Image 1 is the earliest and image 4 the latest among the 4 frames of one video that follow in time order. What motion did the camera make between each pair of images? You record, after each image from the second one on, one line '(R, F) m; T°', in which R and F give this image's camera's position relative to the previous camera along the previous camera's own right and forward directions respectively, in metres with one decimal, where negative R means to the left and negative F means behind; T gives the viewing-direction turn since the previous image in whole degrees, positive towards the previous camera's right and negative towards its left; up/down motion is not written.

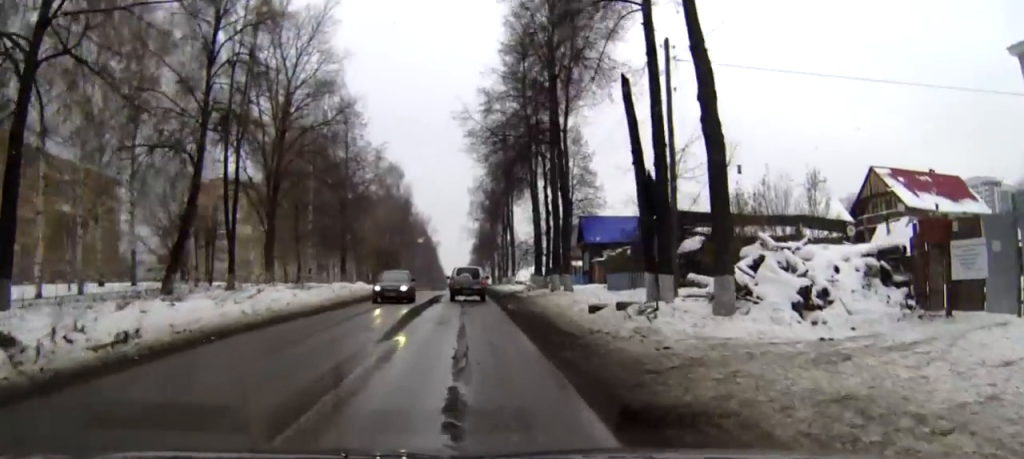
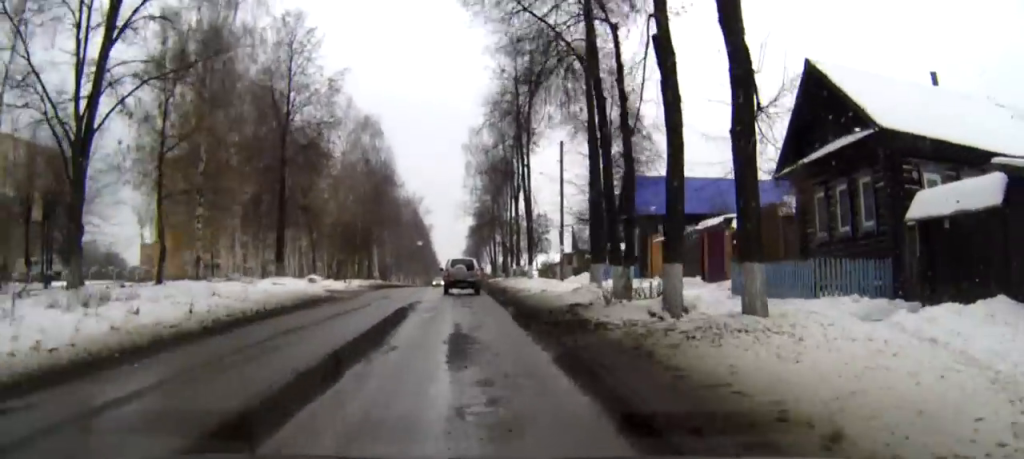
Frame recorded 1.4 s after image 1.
(0.0, +21.4) m; 0°
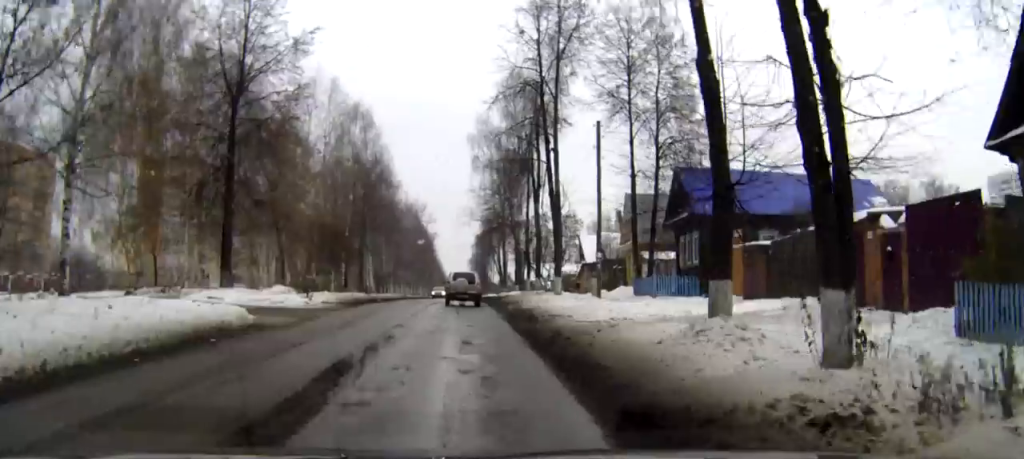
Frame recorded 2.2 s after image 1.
(+0.1, +12.0) m; 0°
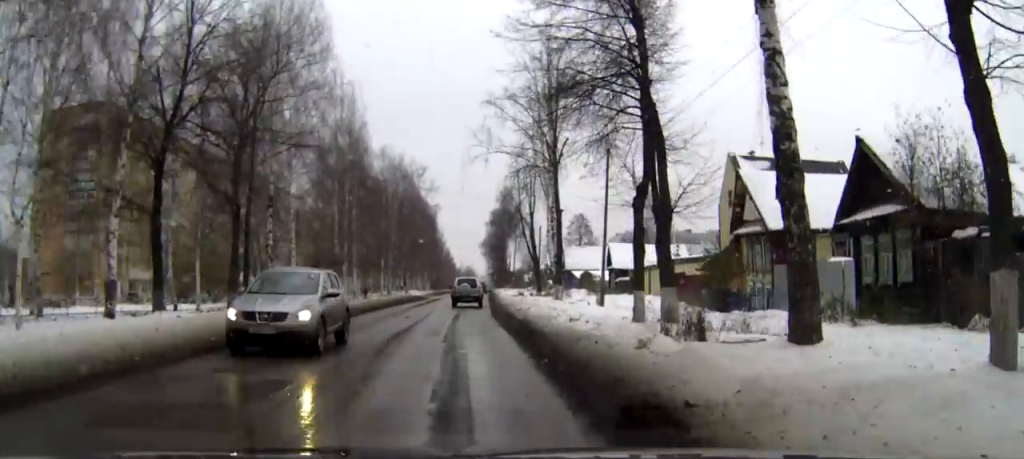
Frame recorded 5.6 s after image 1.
(-0.7, +45.3) m; -2°
